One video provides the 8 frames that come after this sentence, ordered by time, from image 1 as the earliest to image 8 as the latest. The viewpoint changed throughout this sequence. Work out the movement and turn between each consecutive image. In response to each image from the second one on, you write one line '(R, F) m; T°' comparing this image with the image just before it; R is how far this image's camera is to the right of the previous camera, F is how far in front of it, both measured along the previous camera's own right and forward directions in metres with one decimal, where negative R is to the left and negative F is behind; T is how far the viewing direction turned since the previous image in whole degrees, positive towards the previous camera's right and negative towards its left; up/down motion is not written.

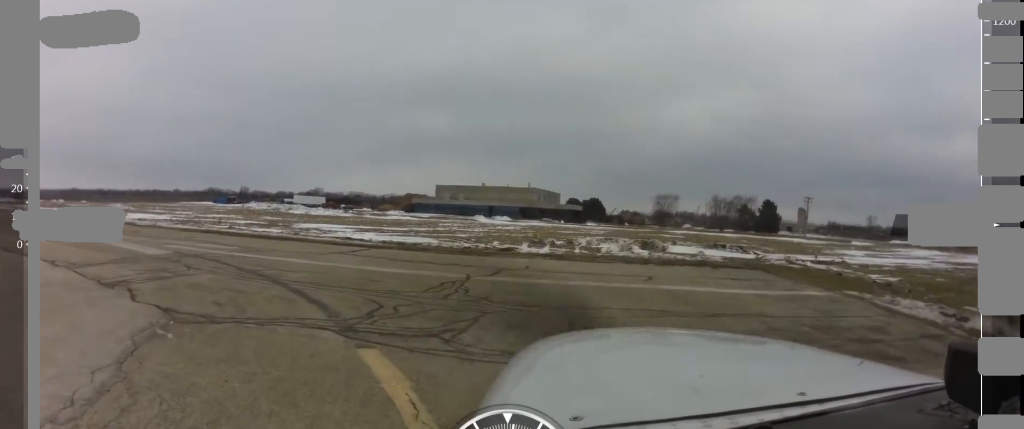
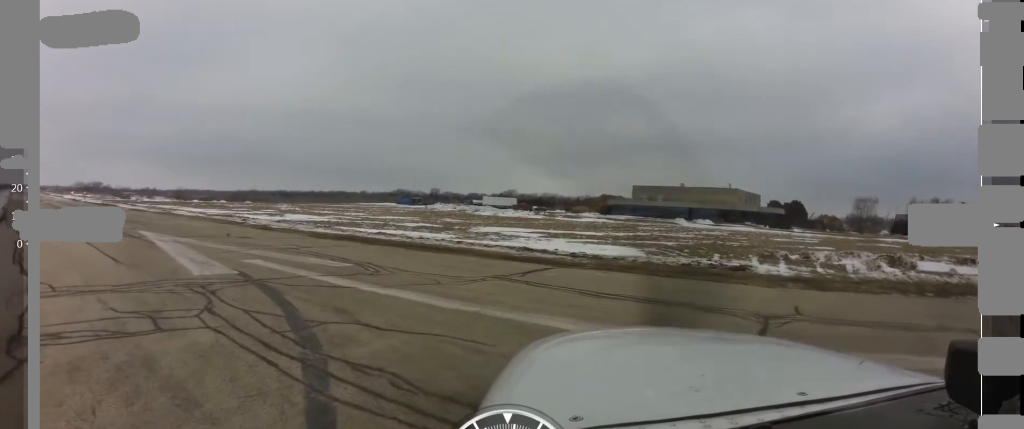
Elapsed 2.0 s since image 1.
(-1.2, +6.7) m; -20°
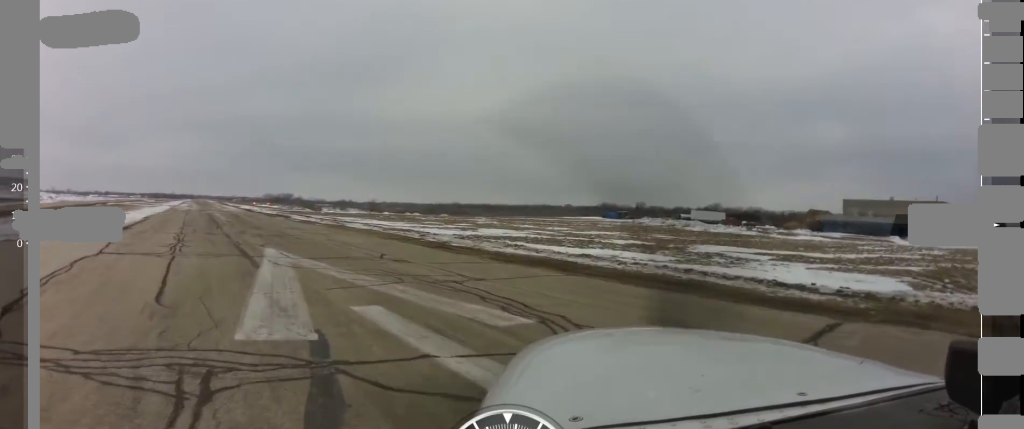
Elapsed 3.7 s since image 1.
(-1.0, +5.8) m; -23°
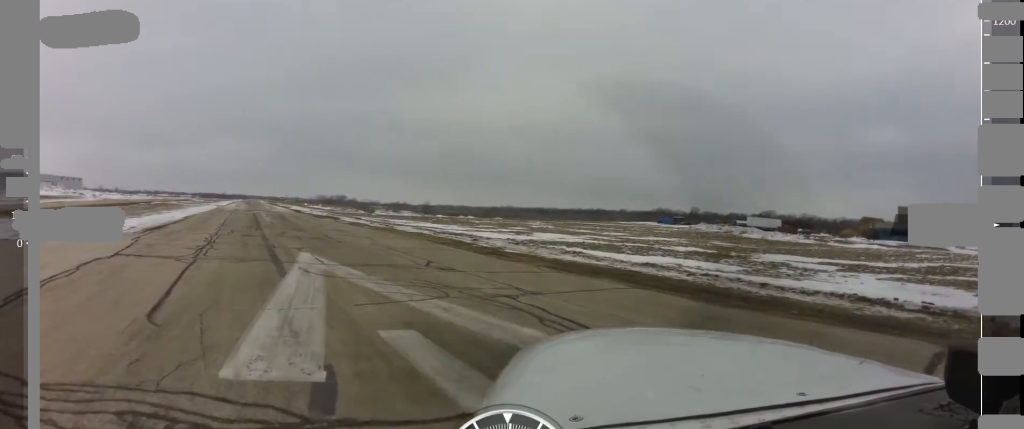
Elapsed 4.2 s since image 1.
(-0.2, +1.8) m; -5°
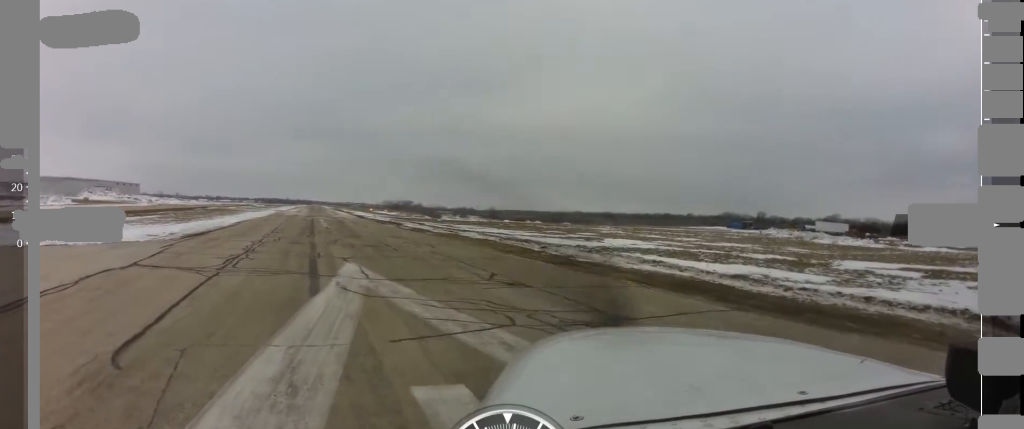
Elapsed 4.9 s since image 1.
(-0.1, +2.4) m; -4°
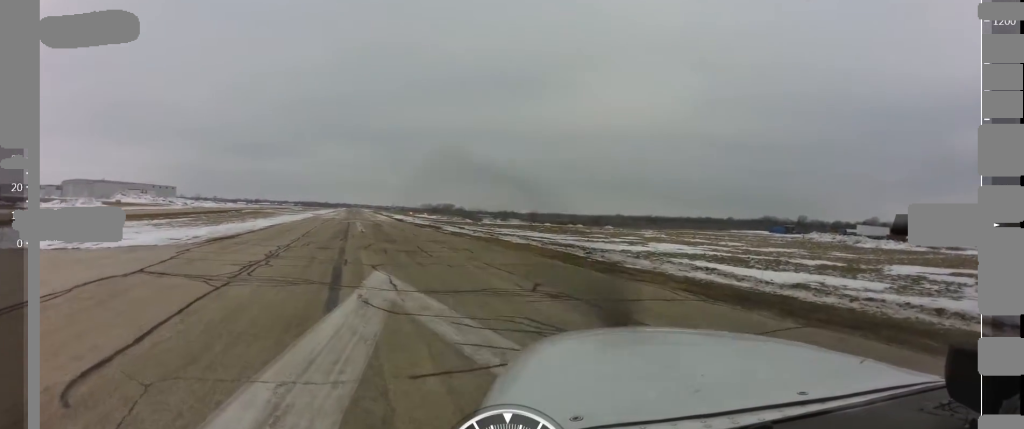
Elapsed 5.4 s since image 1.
(0.0, +1.7) m; 0°
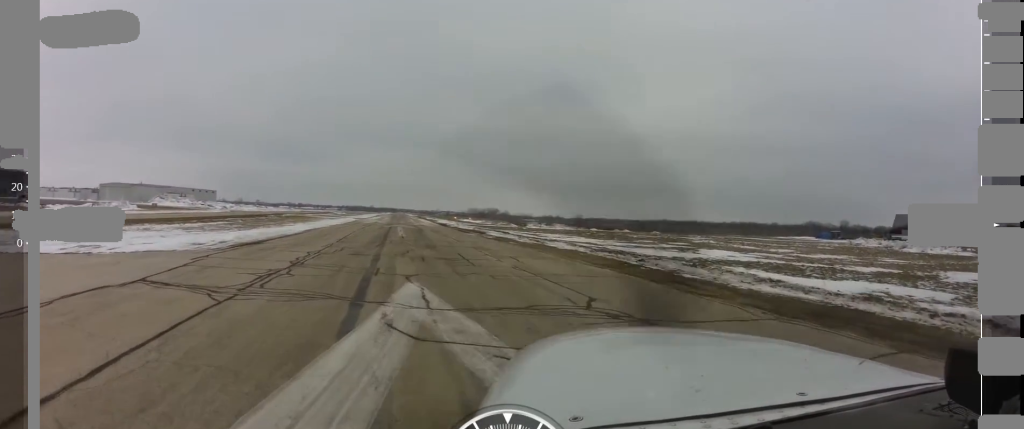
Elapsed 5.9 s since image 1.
(0.0, +2.1) m; 0°
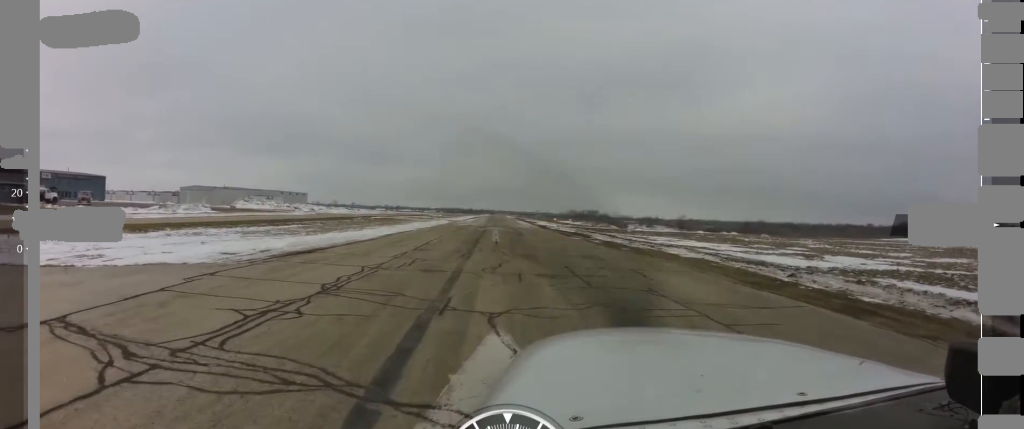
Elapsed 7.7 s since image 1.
(+0.1, +8.3) m; -1°
